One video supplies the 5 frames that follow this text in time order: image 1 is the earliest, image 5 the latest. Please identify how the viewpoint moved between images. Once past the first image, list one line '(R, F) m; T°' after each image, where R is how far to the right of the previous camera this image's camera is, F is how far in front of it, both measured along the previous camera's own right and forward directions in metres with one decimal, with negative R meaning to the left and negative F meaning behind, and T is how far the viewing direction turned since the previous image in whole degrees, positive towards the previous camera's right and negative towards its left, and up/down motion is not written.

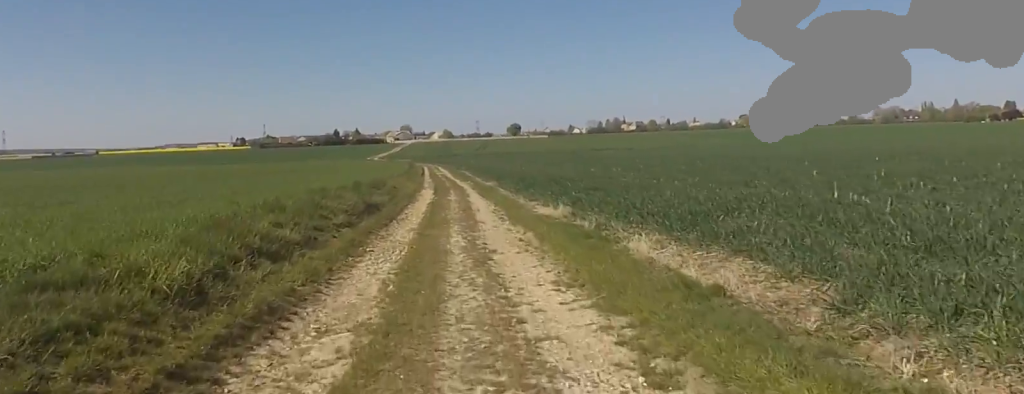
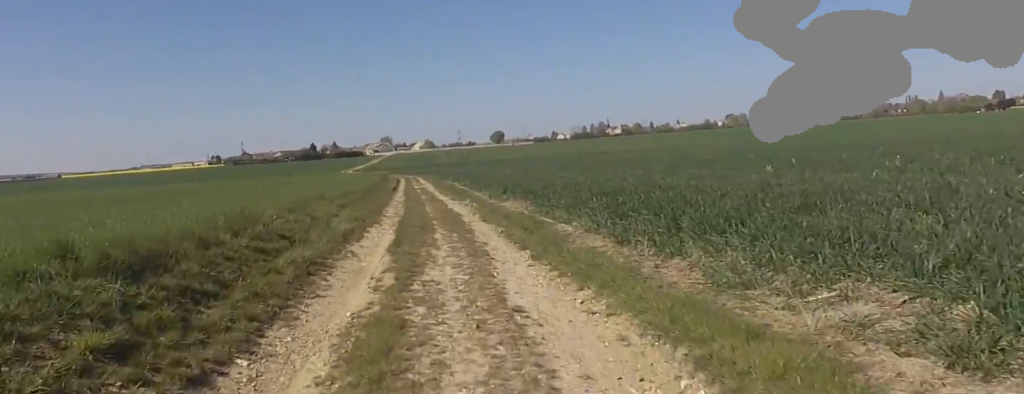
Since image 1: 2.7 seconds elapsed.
(-2.3, +18.1) m; -4°
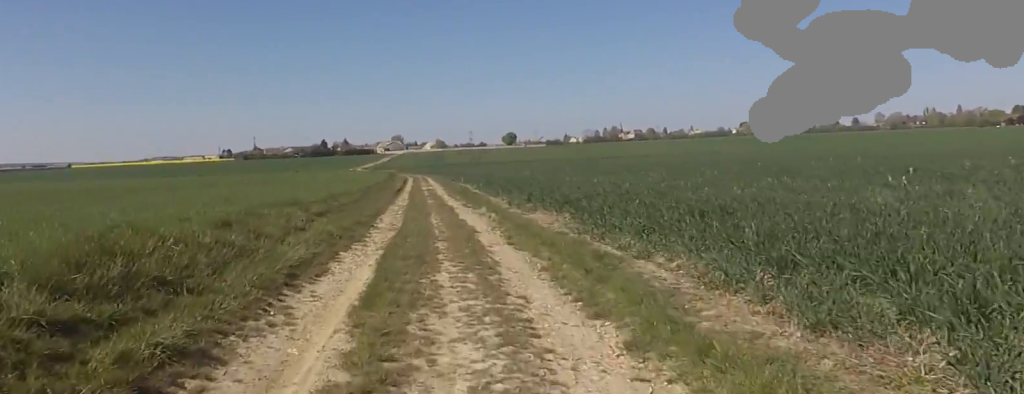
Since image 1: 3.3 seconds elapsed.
(+0.3, +4.7) m; +5°
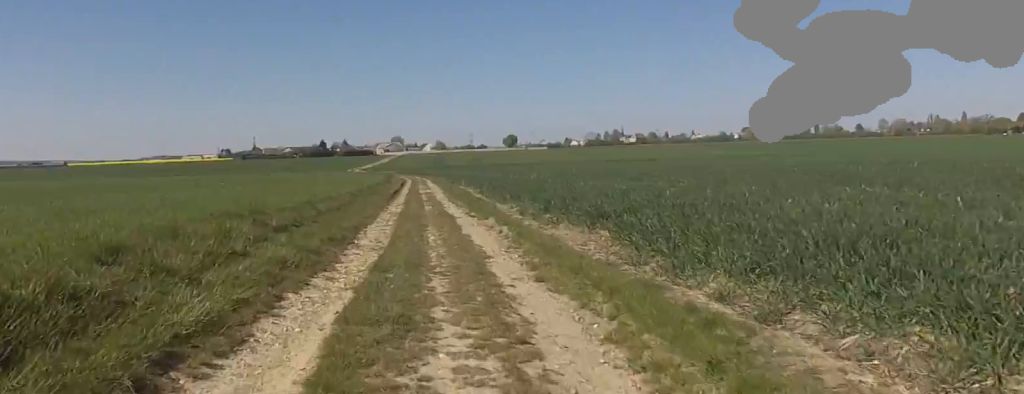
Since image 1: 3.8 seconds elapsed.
(+0.1, +3.3) m; 0°
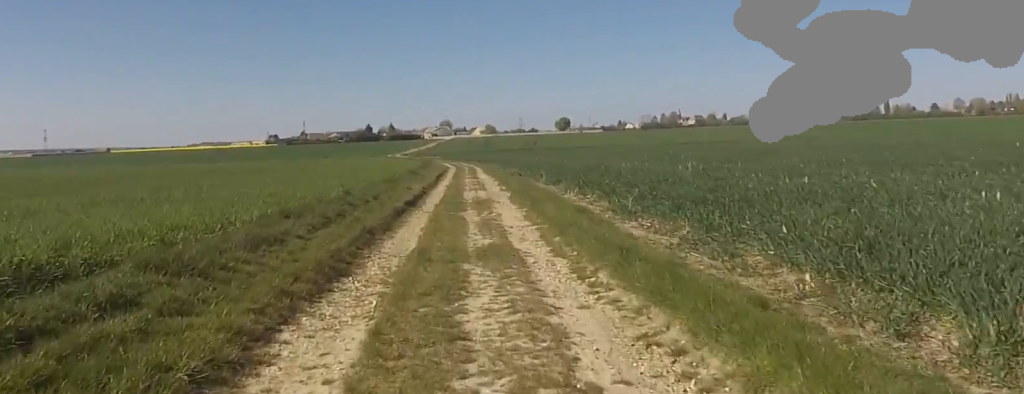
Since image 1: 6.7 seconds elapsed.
(-2.2, +19.9) m; -10°
